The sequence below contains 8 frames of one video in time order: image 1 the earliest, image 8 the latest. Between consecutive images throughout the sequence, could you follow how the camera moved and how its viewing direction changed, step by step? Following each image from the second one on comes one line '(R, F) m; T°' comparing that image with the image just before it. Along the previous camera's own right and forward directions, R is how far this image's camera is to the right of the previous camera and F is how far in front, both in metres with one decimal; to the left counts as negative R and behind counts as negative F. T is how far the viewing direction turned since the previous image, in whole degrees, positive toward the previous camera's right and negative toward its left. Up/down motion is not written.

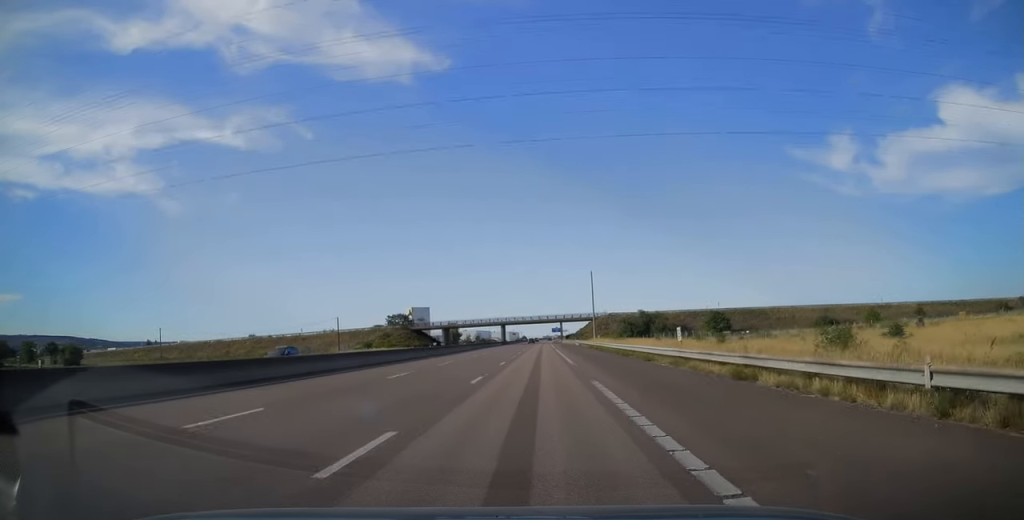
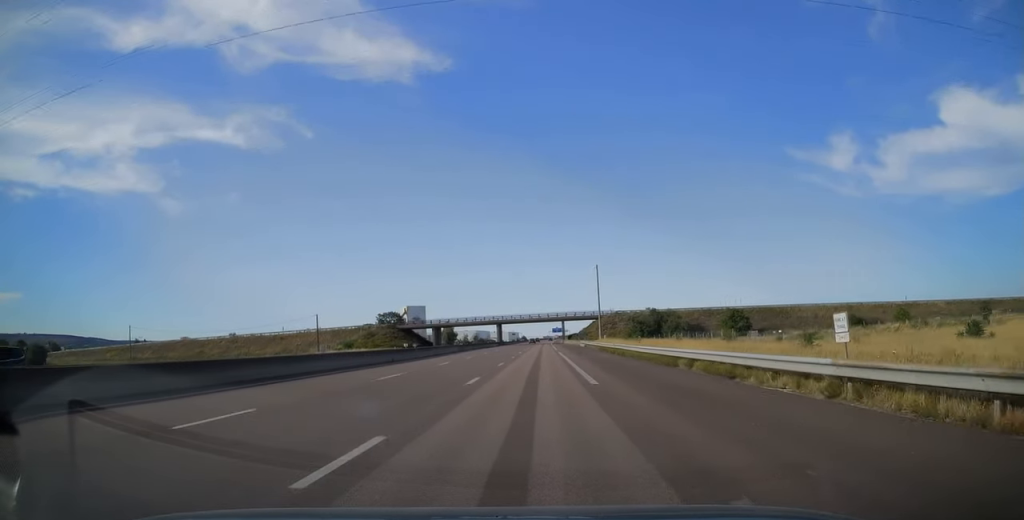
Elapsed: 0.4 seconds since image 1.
(+0.1, +13.4) m; 0°
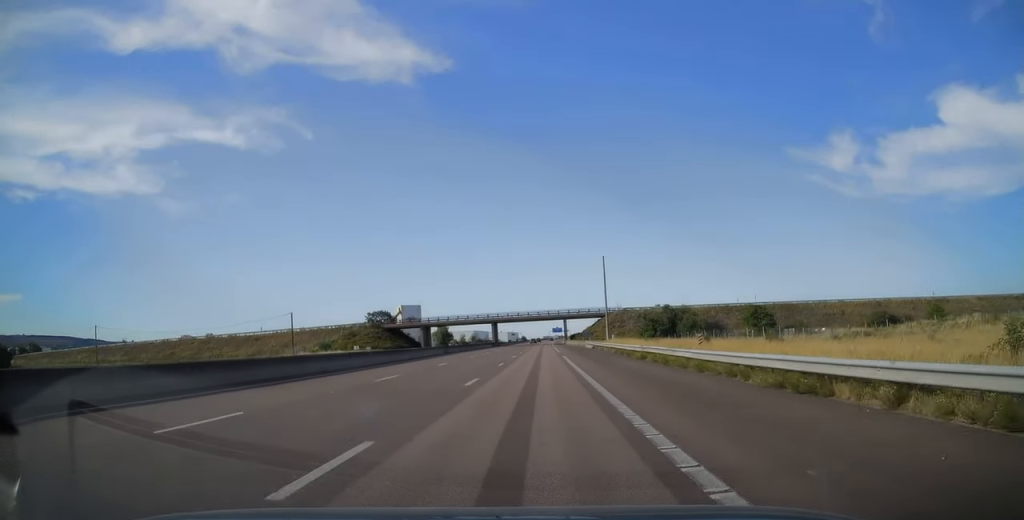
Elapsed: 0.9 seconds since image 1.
(0.0, +13.3) m; 0°
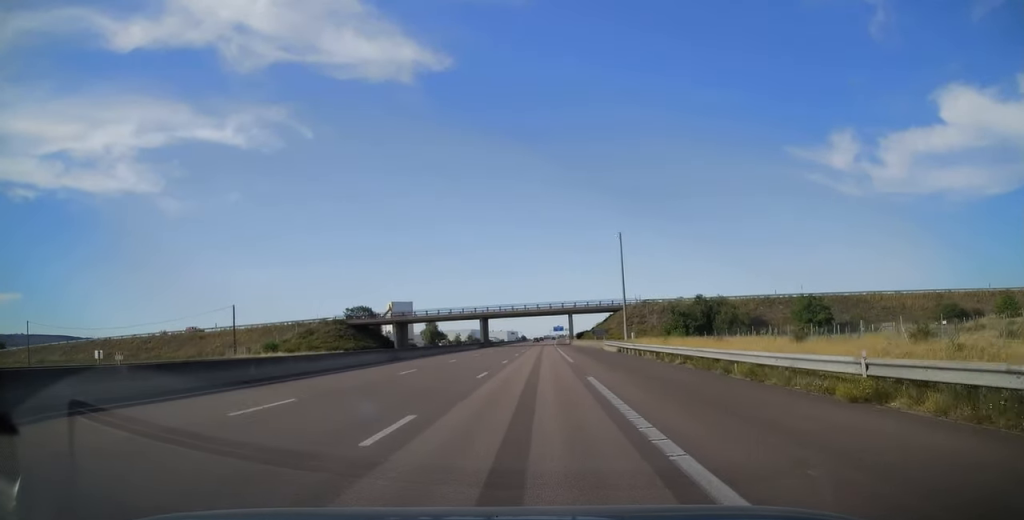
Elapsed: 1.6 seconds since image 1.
(0.0, +23.1) m; 0°
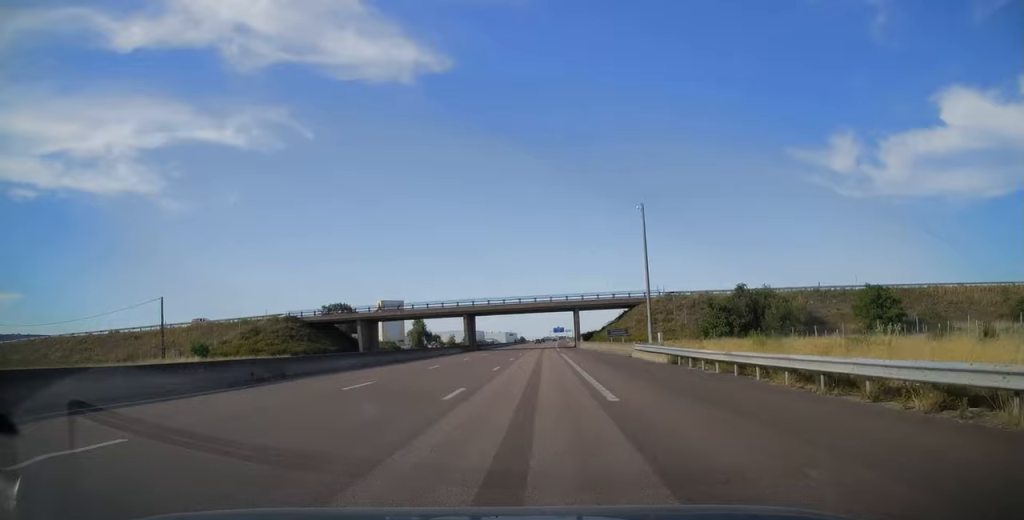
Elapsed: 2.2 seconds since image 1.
(0.0, +19.5) m; 0°
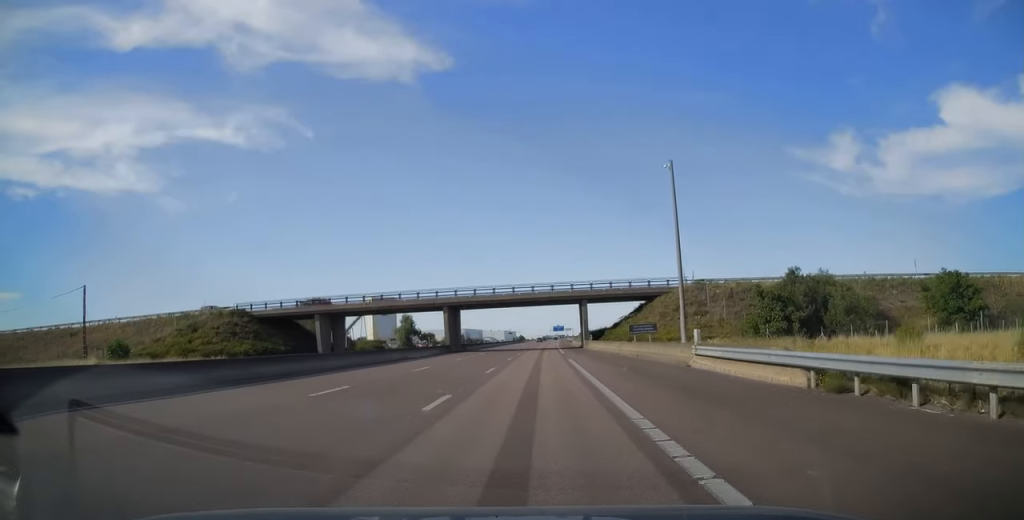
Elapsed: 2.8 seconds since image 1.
(0.0, +15.4) m; 0°
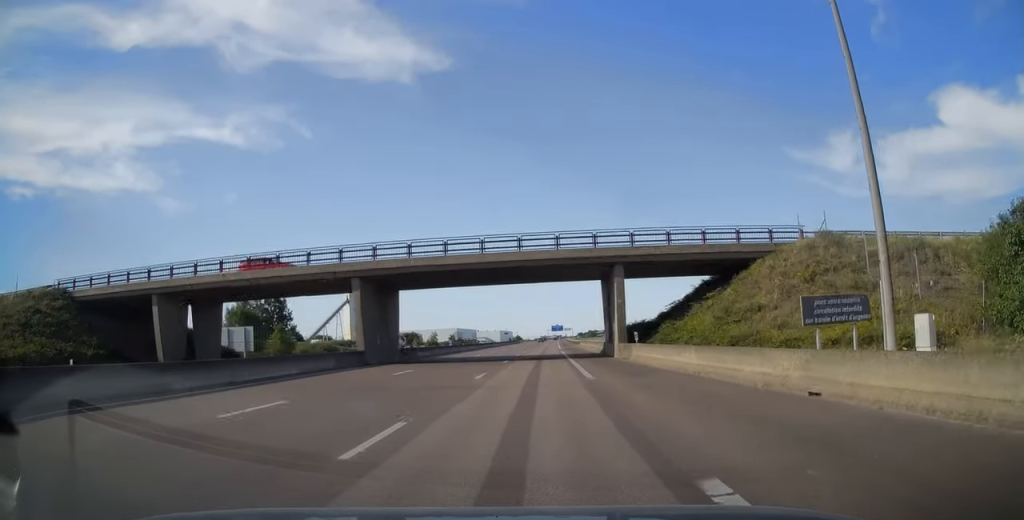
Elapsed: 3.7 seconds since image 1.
(+0.1, +30.3) m; 0°
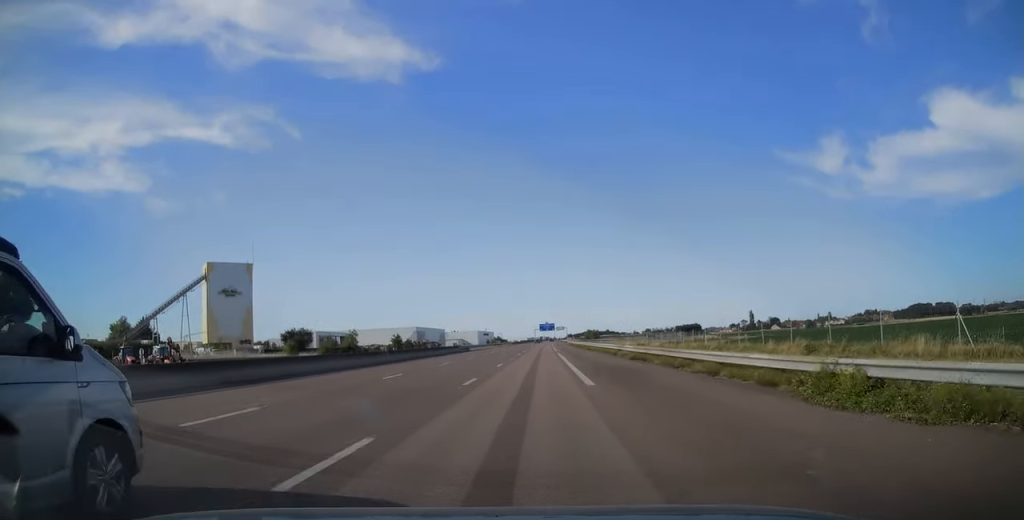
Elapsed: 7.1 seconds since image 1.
(+0.8, +104.9) m; +1°
